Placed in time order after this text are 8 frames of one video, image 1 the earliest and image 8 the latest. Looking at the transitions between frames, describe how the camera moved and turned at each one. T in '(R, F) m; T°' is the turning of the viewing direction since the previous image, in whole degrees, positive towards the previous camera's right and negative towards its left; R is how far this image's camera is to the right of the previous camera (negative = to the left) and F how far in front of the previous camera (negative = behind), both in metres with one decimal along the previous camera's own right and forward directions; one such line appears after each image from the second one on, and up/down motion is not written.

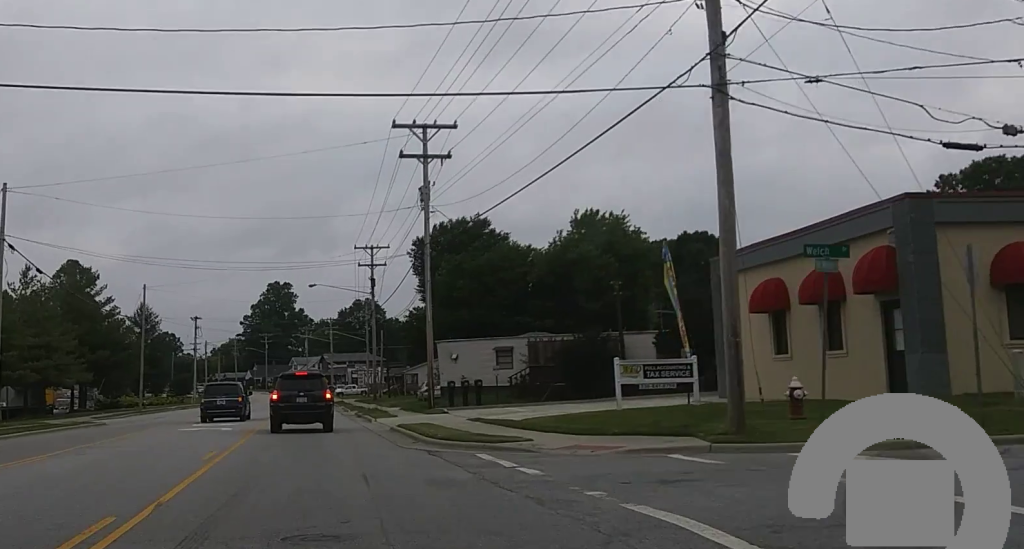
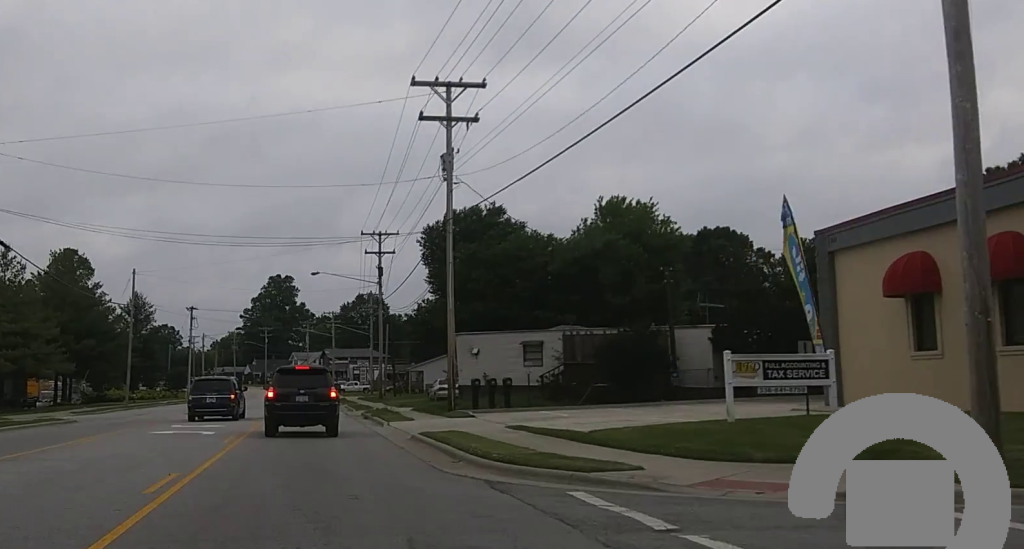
(0.0, +5.9) m; 0°
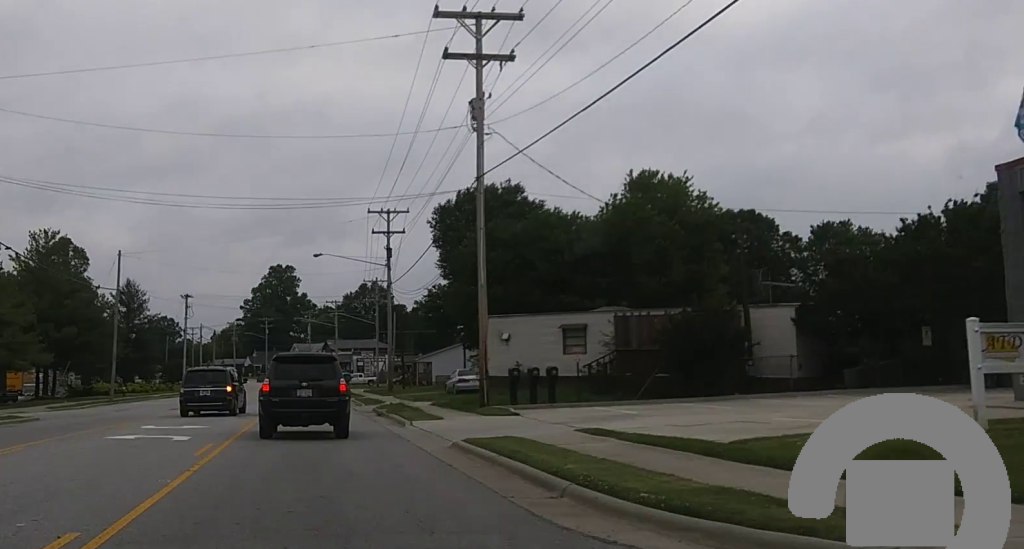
(0.0, +5.9) m; 0°
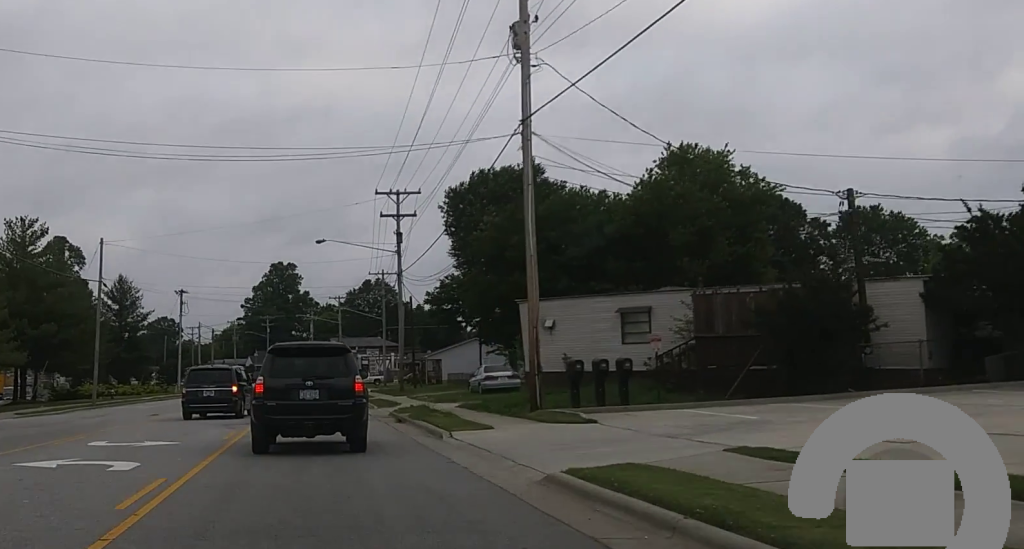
(0.0, +7.3) m; 0°
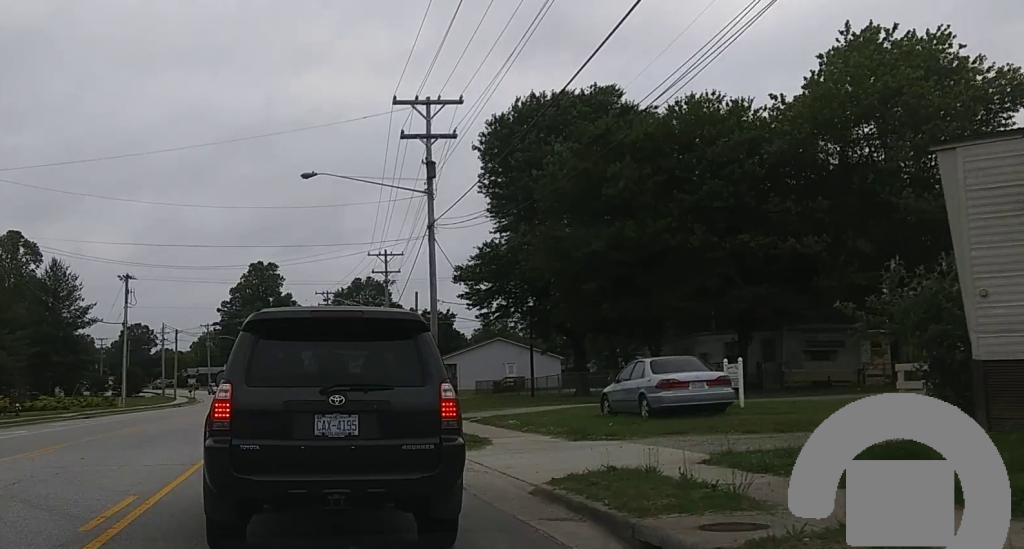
(0.0, +30.7) m; 0°
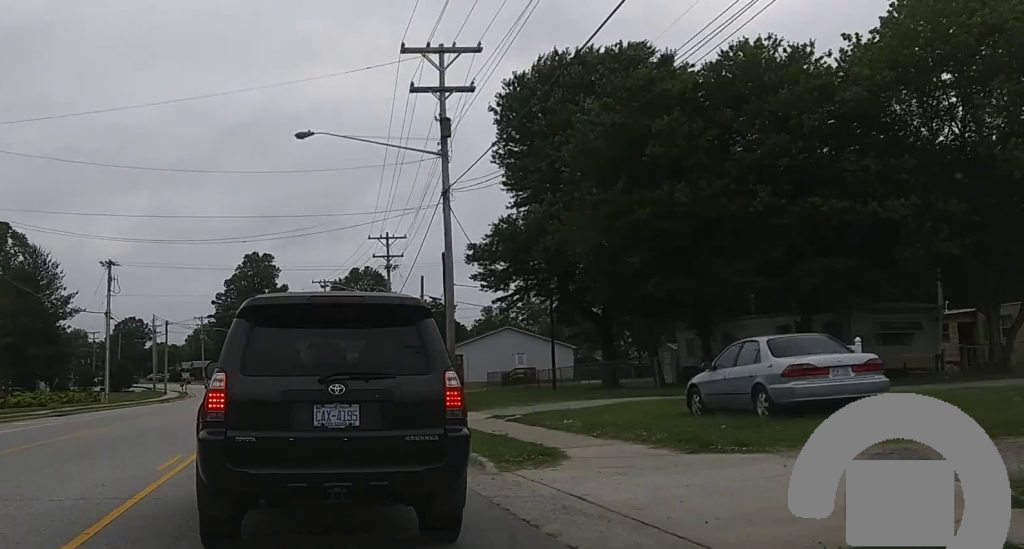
(0.0, +7.3) m; 0°
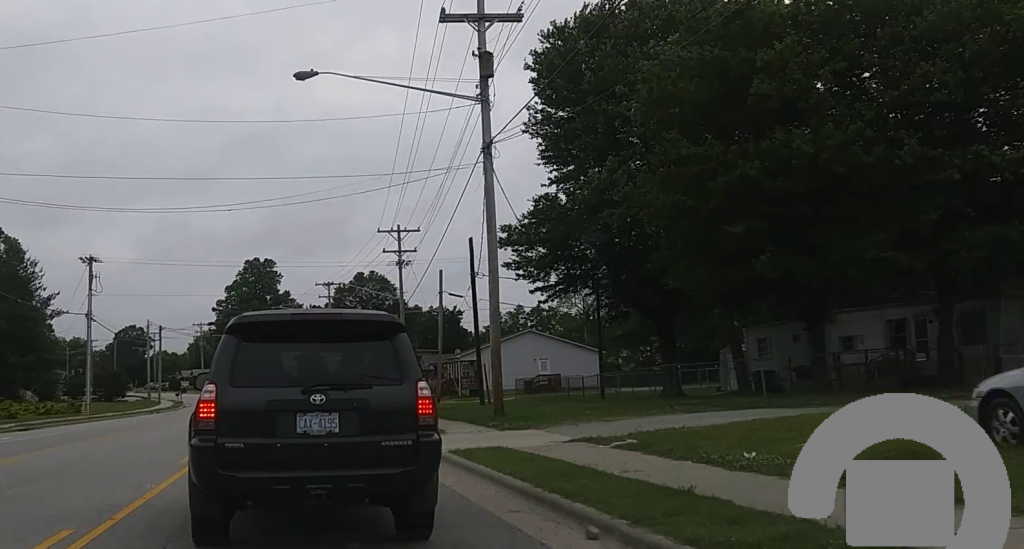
(0.0, +10.8) m; 0°
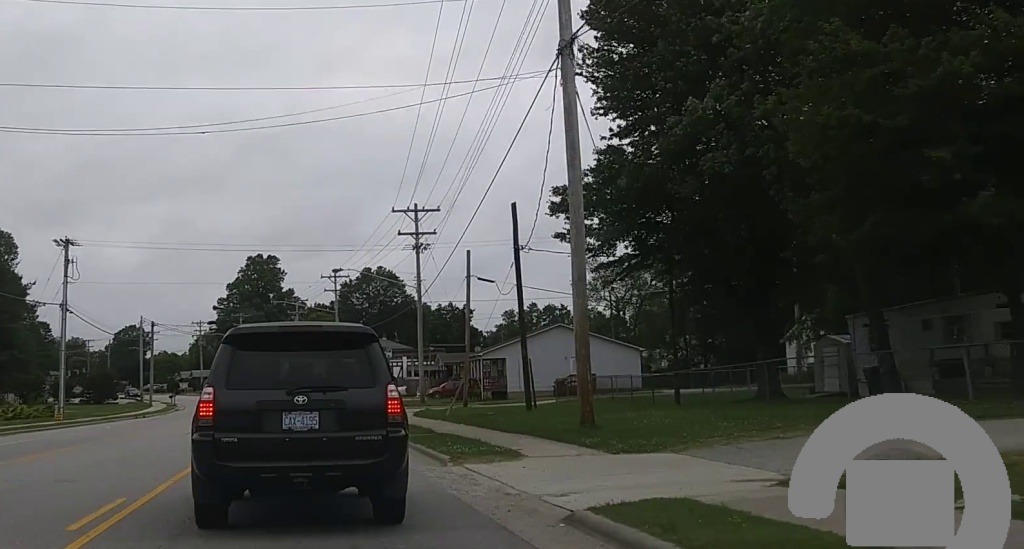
(+0.1, +9.5) m; 0°
